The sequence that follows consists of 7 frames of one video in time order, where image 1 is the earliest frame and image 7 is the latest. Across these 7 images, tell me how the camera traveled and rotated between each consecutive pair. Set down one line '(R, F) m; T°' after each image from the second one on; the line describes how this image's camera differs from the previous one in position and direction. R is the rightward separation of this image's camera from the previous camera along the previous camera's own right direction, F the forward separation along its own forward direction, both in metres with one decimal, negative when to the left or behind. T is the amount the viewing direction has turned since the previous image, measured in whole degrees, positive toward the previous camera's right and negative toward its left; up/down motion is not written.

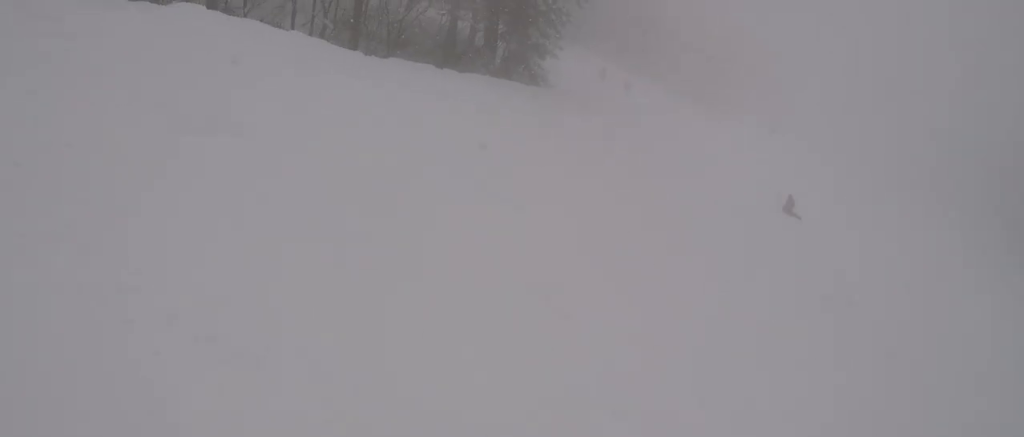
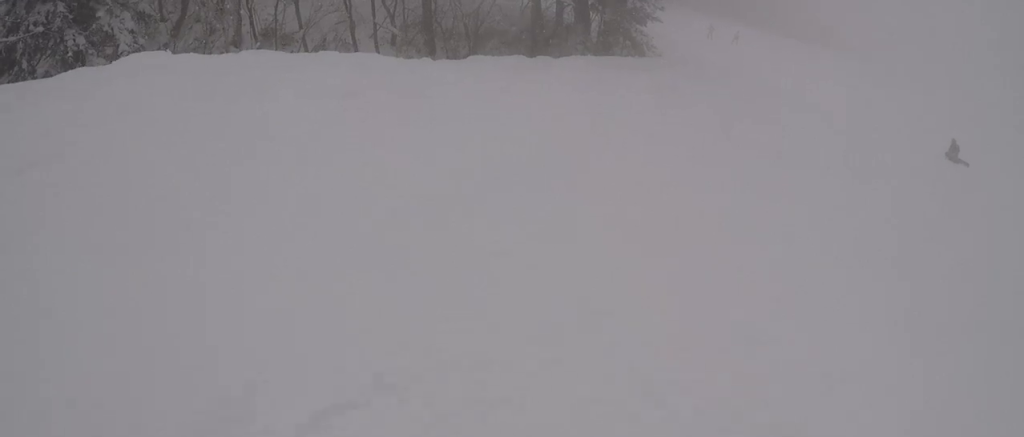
(-1.1, +3.4) m; -24°
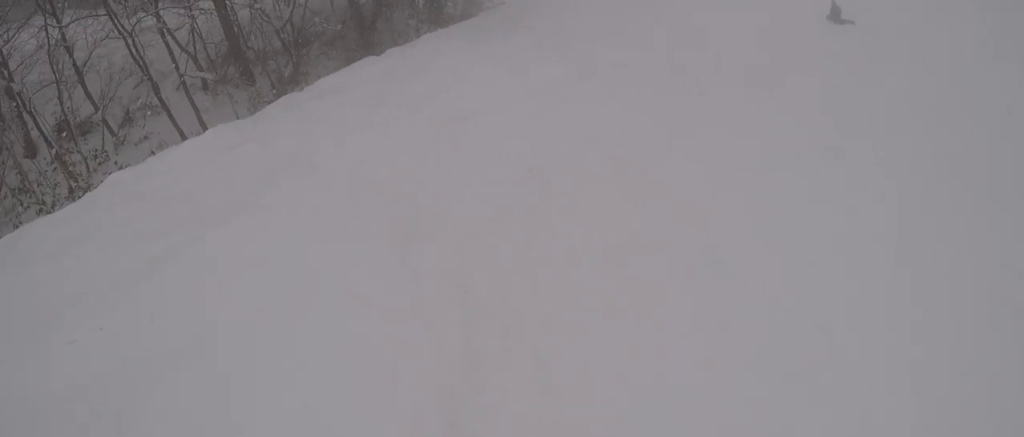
(-0.3, +4.2) m; +12°
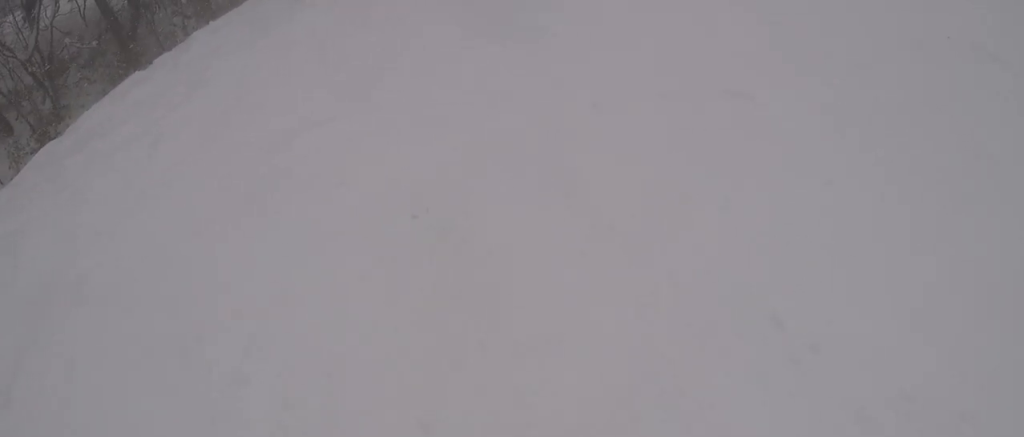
(+0.4, +2.3) m; +15°
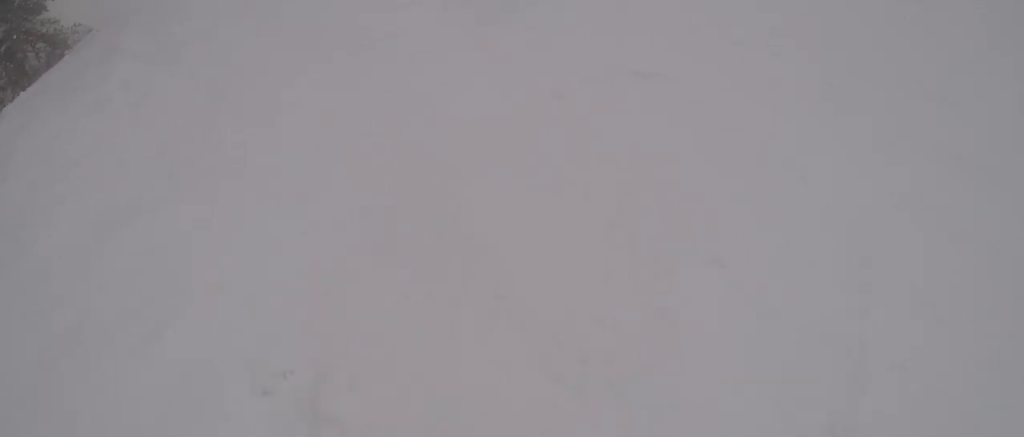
(+0.1, +1.6) m; +8°
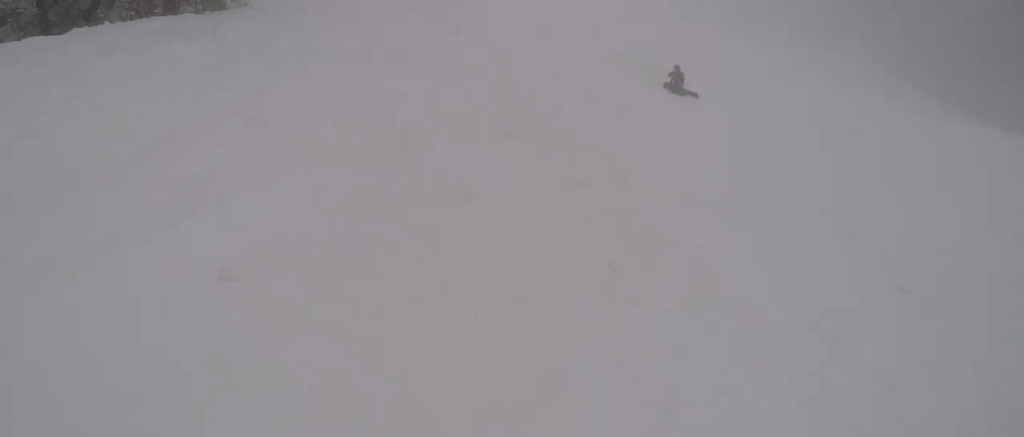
(+0.8, +4.1) m; -4°
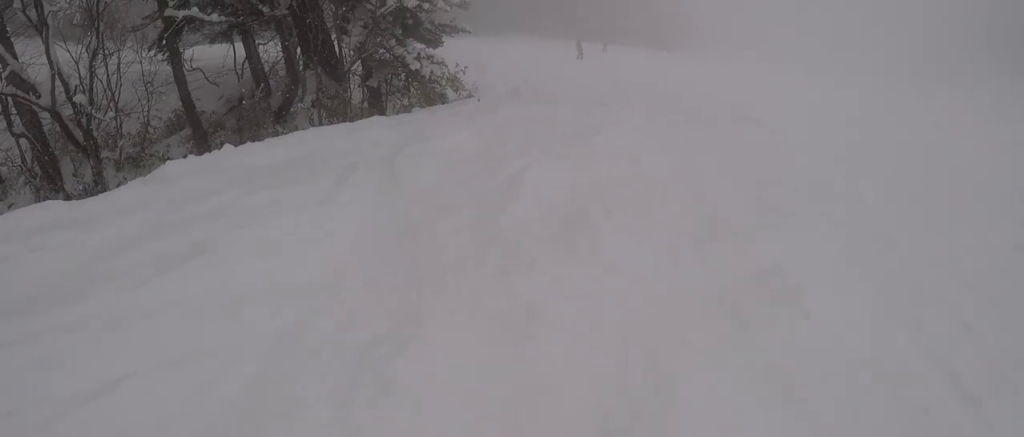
(-2.3, +5.2) m; -28°
